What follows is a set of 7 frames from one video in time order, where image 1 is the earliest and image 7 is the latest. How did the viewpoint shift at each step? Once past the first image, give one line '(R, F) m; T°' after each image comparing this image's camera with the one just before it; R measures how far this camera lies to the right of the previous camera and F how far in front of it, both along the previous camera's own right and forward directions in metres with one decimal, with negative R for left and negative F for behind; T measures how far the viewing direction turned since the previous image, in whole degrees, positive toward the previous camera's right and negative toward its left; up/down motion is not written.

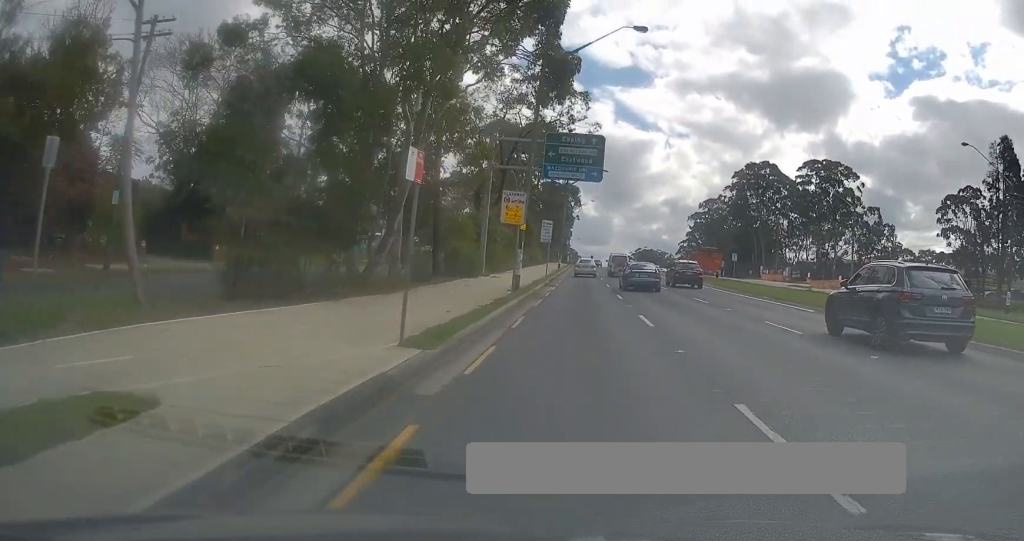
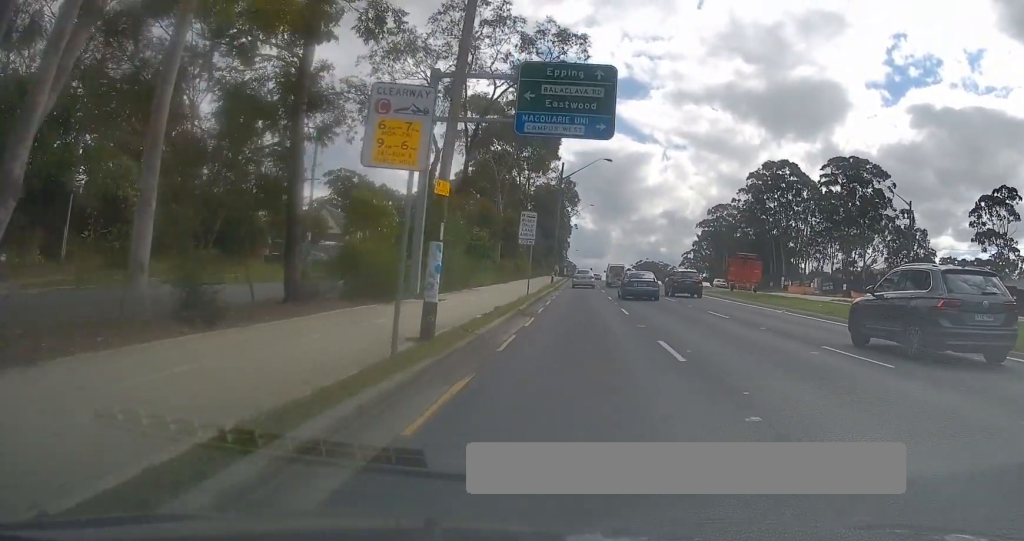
(0.0, +16.0) m; -1°
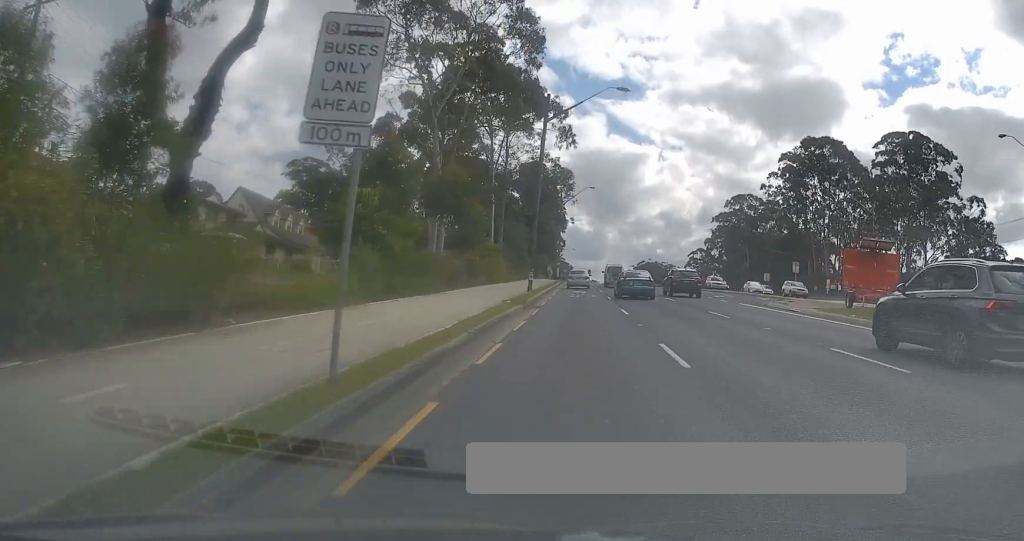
(-0.9, +26.3) m; -2°
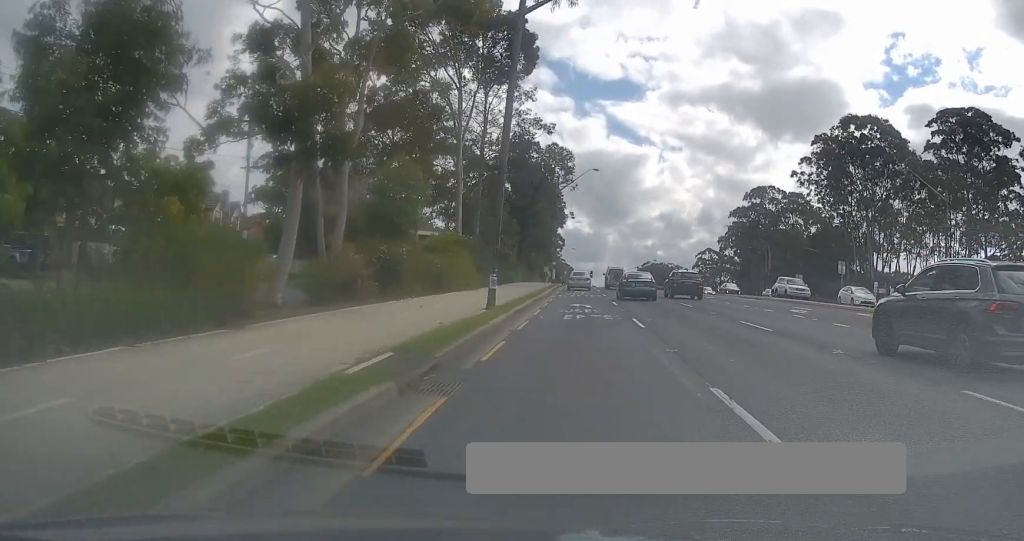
(+0.4, +17.4) m; +2°
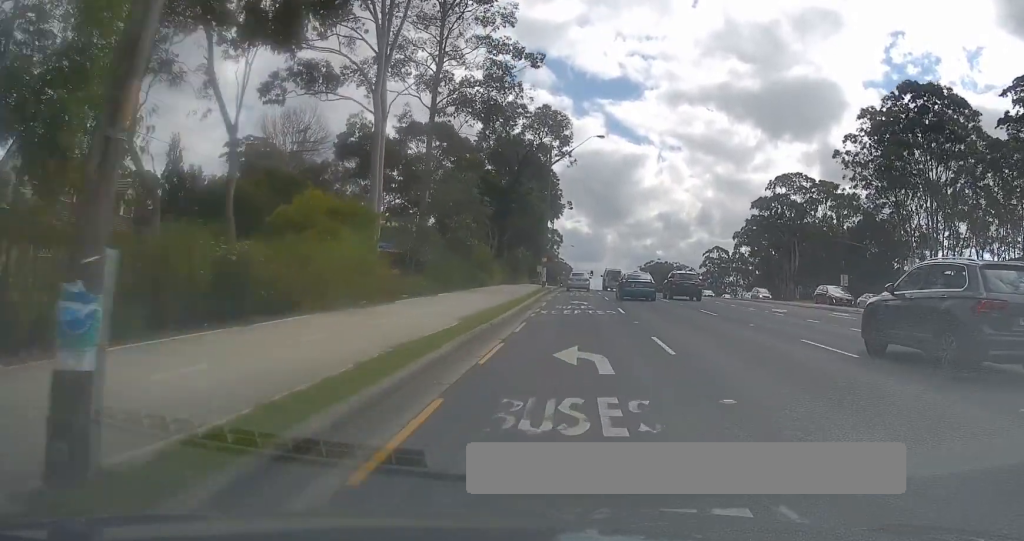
(+0.3, +17.7) m; -1°
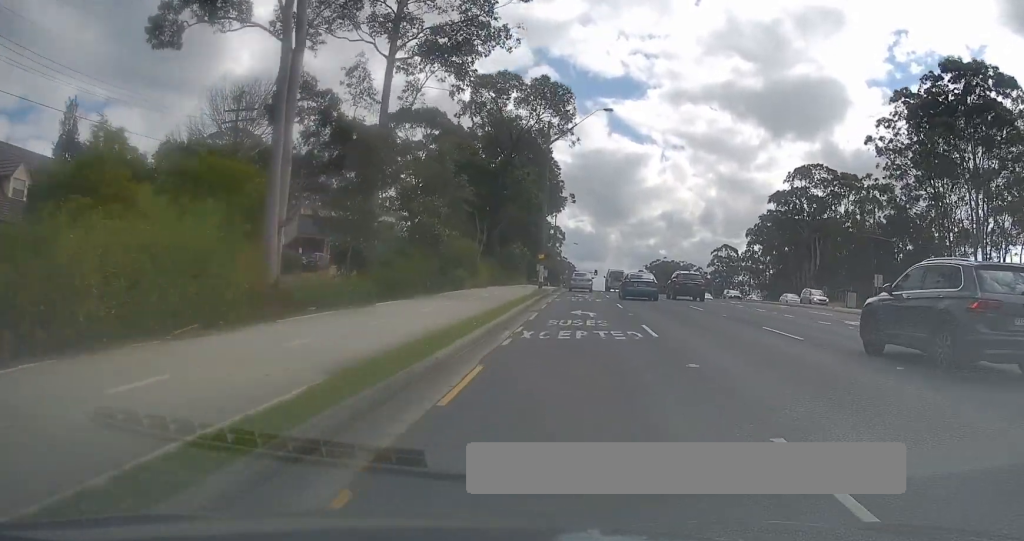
(-0.2, +8.7) m; -1°
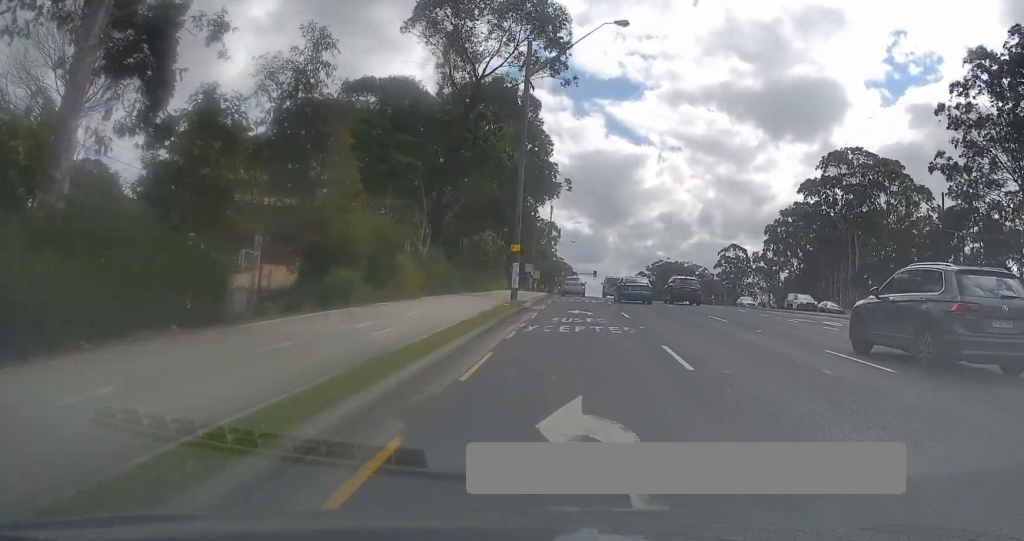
(-0.1, +17.2) m; 0°
